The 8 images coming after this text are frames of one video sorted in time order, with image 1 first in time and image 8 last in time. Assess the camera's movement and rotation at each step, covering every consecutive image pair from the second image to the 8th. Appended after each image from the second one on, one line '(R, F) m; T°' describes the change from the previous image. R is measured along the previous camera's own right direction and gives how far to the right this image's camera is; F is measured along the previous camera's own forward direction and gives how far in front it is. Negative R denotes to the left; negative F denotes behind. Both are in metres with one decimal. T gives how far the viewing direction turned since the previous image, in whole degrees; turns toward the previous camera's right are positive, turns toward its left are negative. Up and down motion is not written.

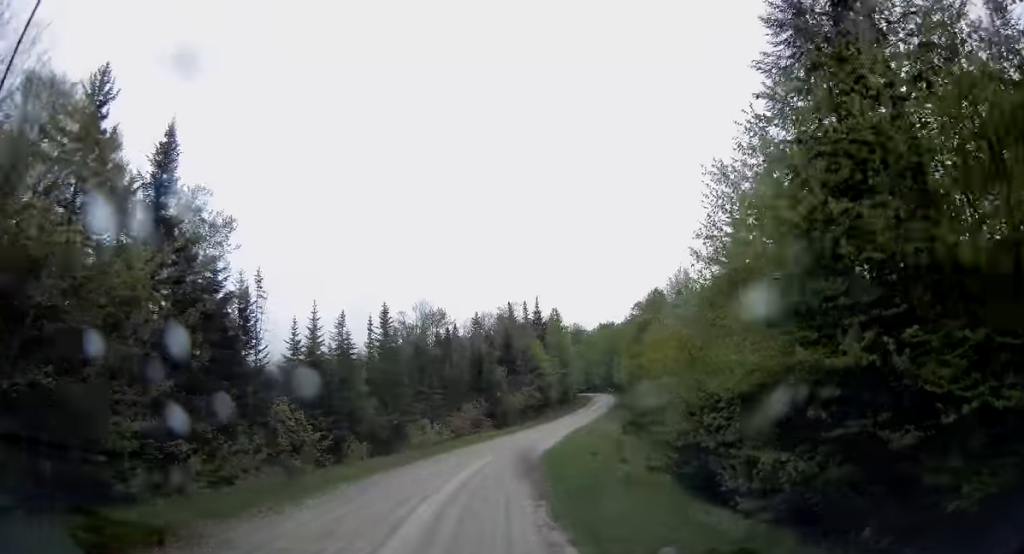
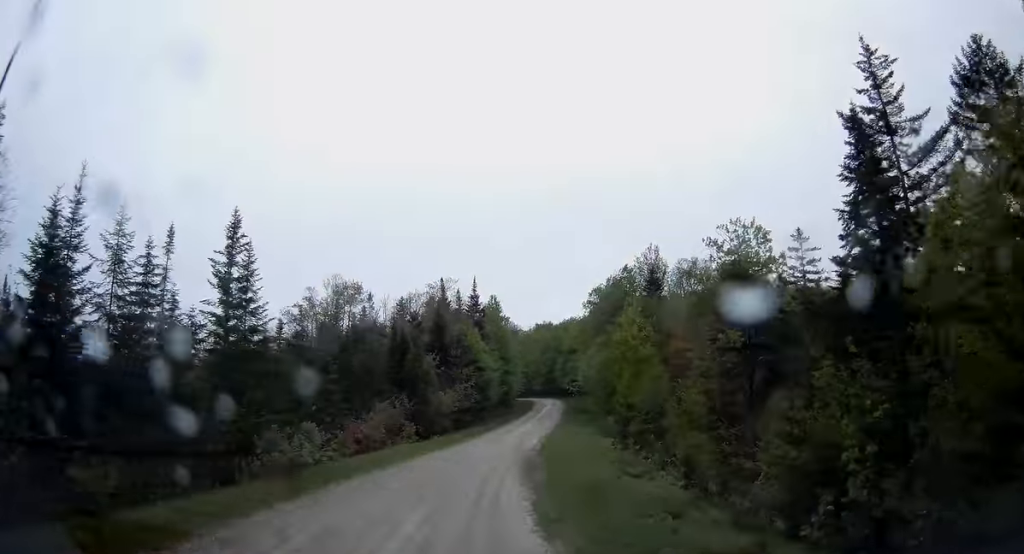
(+1.3, +17.8) m; +7°
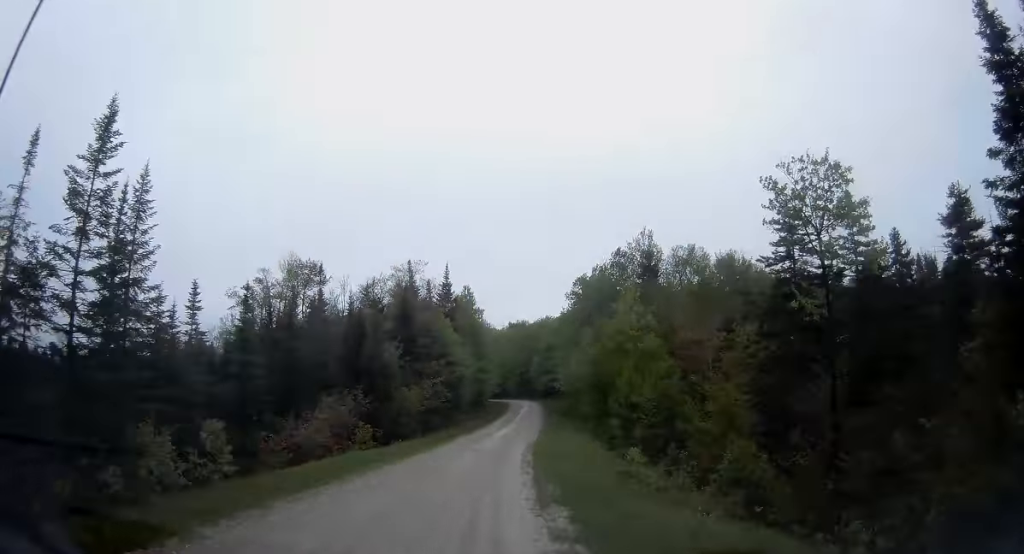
(+0.1, +8.6) m; +3°
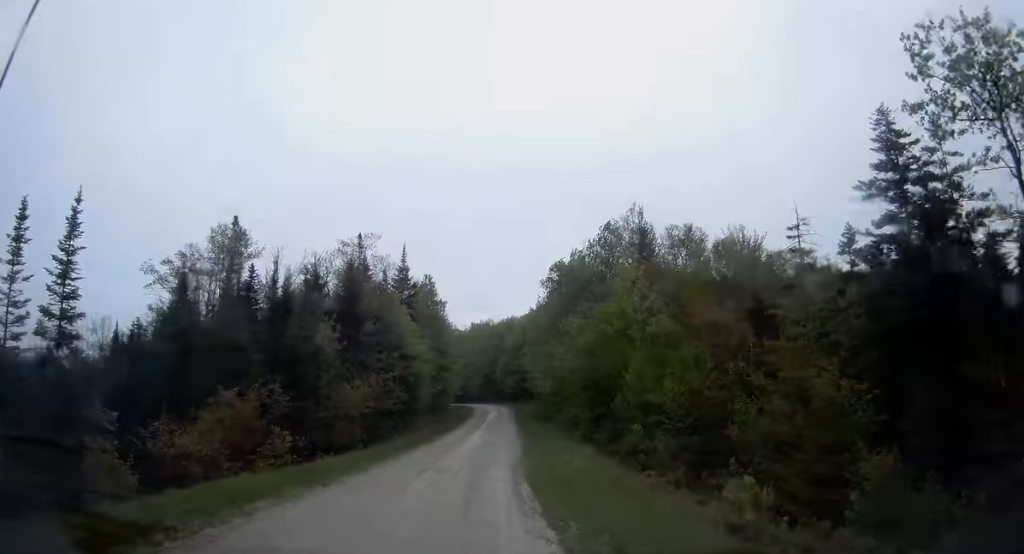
(+0.2, +10.7) m; +4°
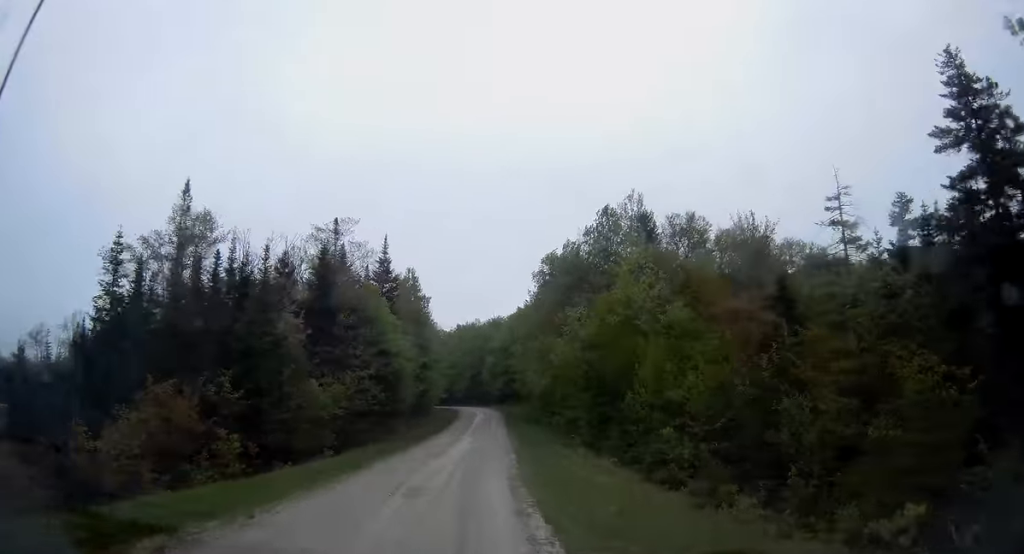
(+0.2, +4.8) m; +1°
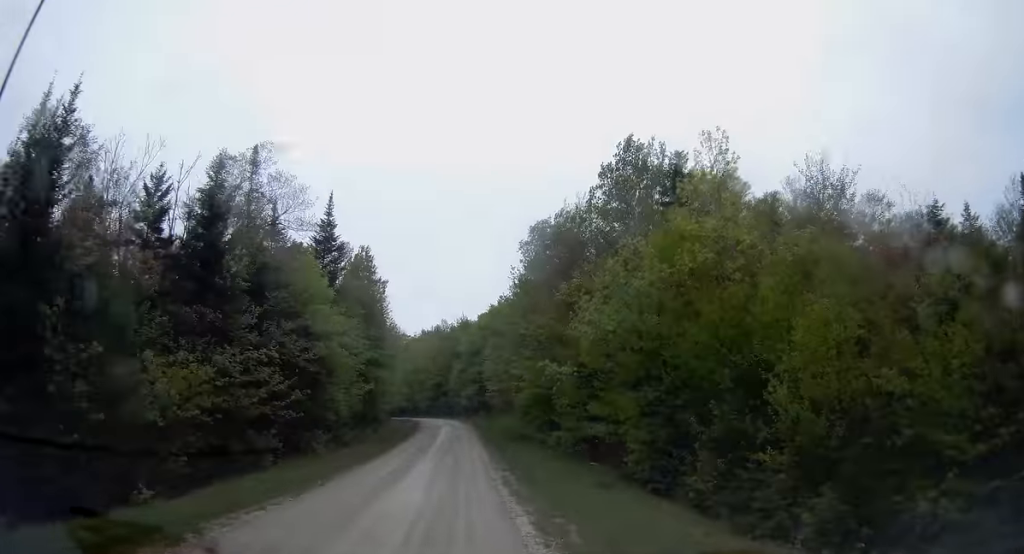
(+0.3, +15.1) m; +1°
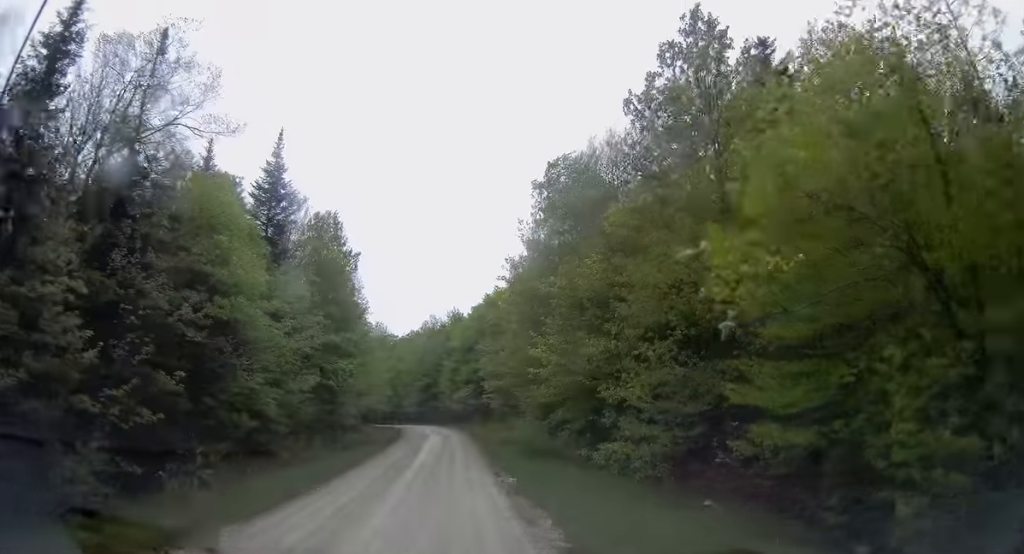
(+0.1, +13.0) m; 0°
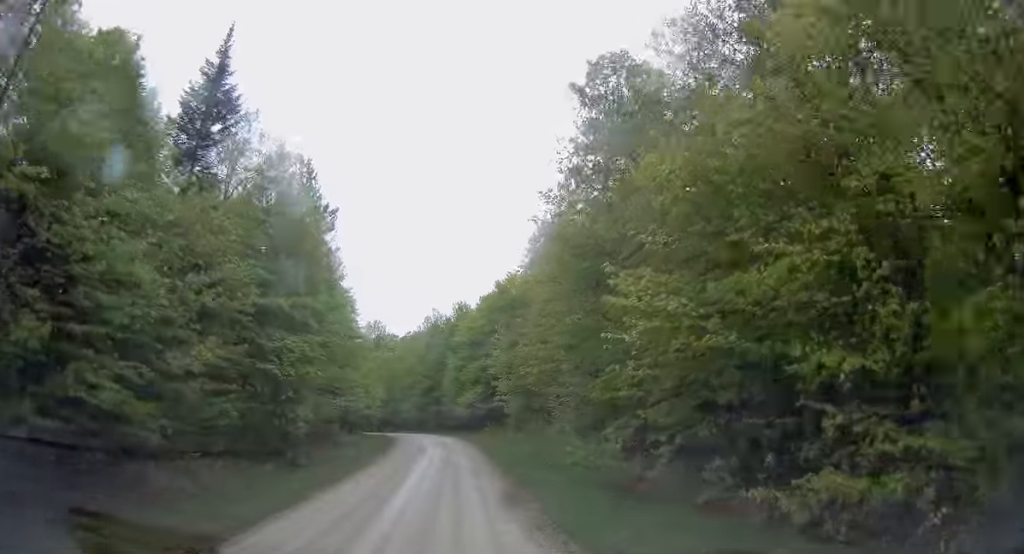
(-0.1, +12.3) m; +1°
